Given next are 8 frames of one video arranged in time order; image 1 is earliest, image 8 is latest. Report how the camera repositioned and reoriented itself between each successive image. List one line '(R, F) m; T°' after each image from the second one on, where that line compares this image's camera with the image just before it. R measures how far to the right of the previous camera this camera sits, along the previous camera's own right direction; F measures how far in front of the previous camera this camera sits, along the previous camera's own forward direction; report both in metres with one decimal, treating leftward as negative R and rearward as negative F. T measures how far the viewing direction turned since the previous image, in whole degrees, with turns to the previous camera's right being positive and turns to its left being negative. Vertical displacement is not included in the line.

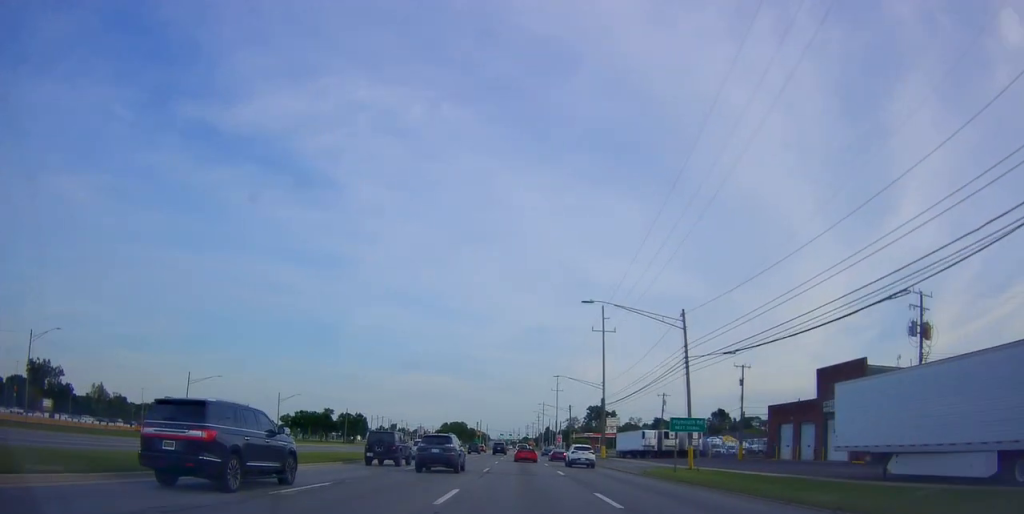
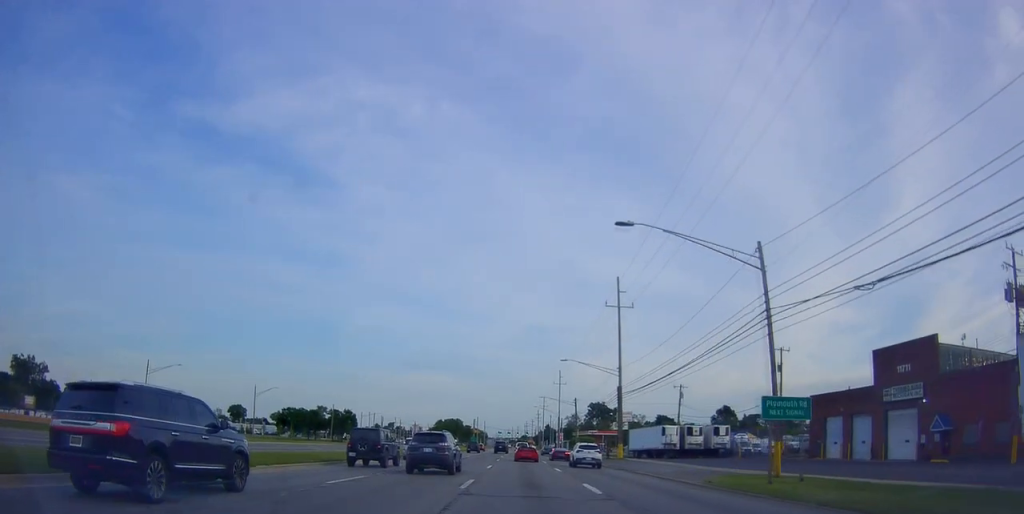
(+0.3, +12.1) m; 0°
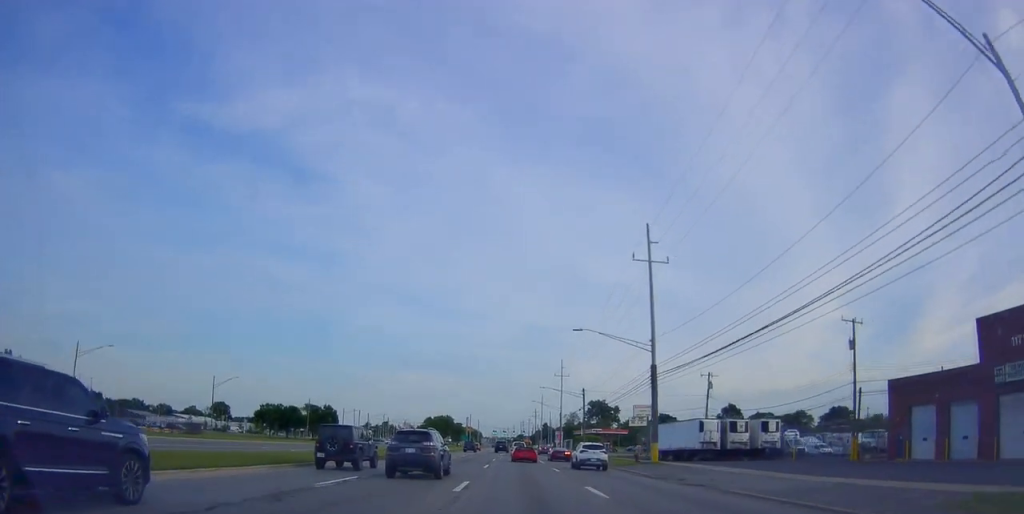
(-0.7, +16.7) m; -1°
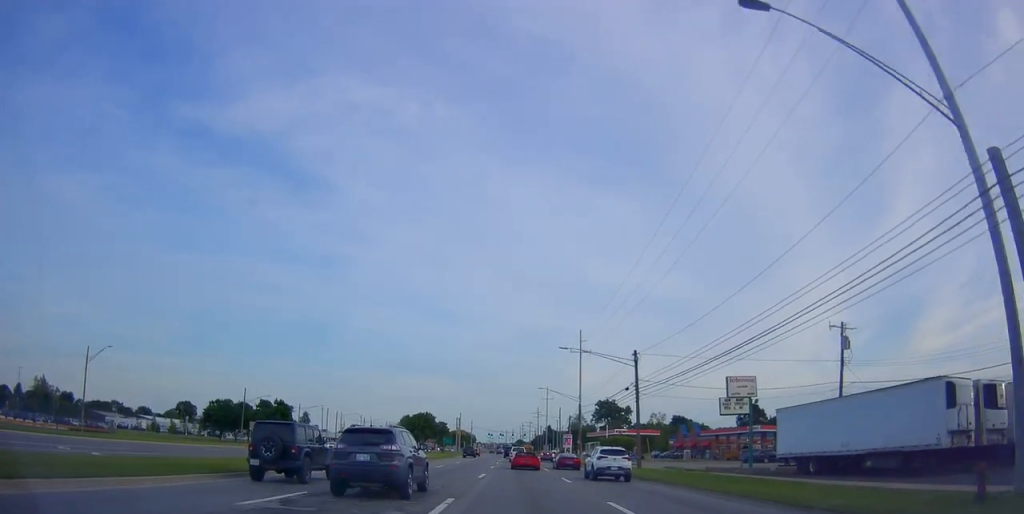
(0.0, +36.5) m; -1°
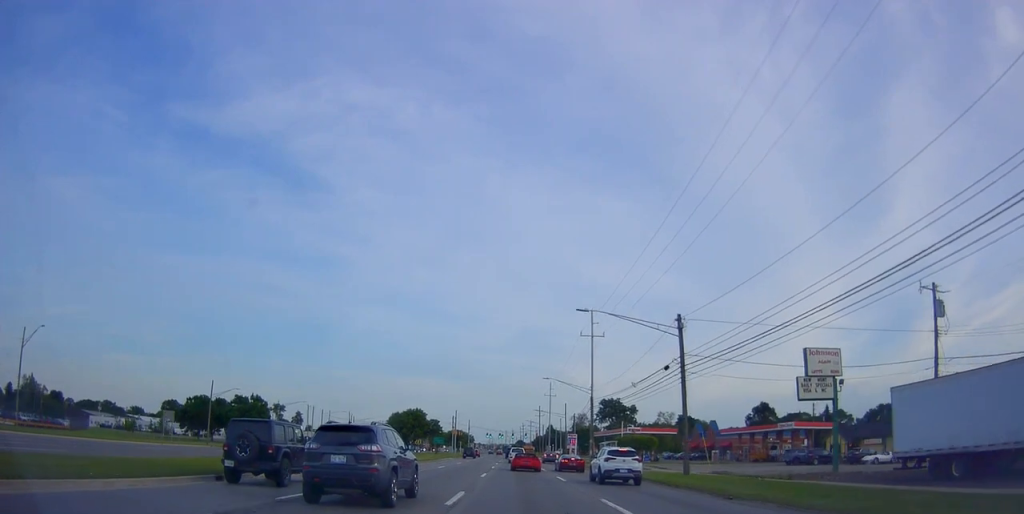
(0.0, +13.2) m; +2°
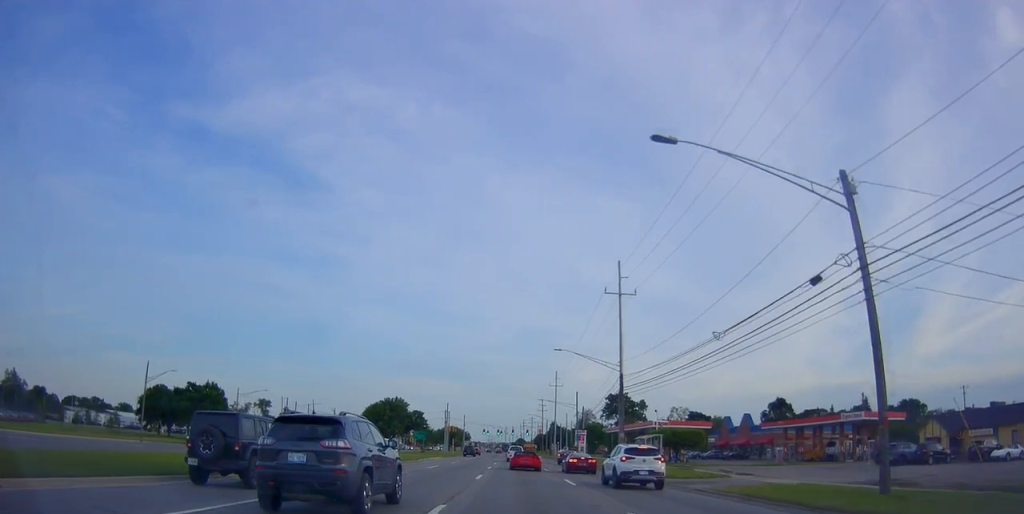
(+0.7, +20.2) m; +1°
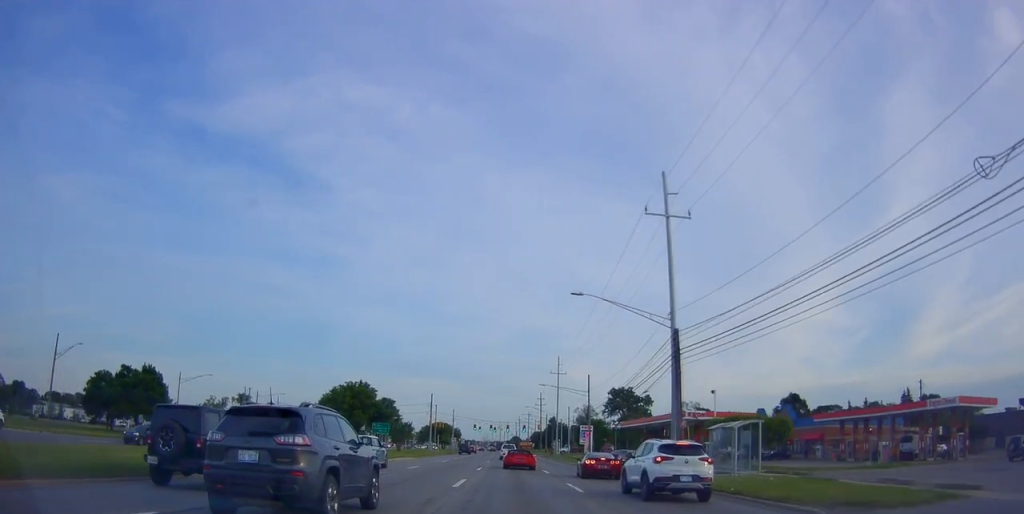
(-0.6, +19.6) m; 0°
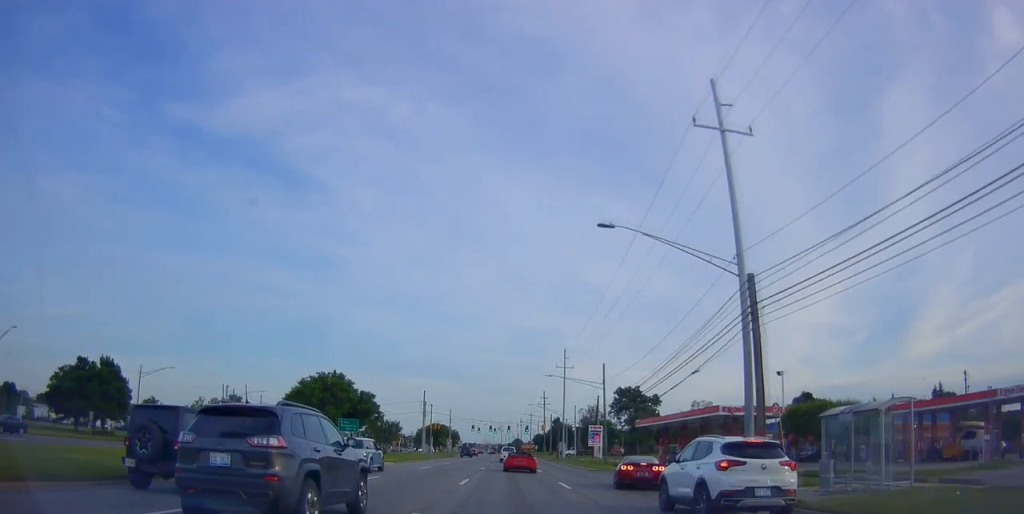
(+0.5, +11.3) m; 0°
